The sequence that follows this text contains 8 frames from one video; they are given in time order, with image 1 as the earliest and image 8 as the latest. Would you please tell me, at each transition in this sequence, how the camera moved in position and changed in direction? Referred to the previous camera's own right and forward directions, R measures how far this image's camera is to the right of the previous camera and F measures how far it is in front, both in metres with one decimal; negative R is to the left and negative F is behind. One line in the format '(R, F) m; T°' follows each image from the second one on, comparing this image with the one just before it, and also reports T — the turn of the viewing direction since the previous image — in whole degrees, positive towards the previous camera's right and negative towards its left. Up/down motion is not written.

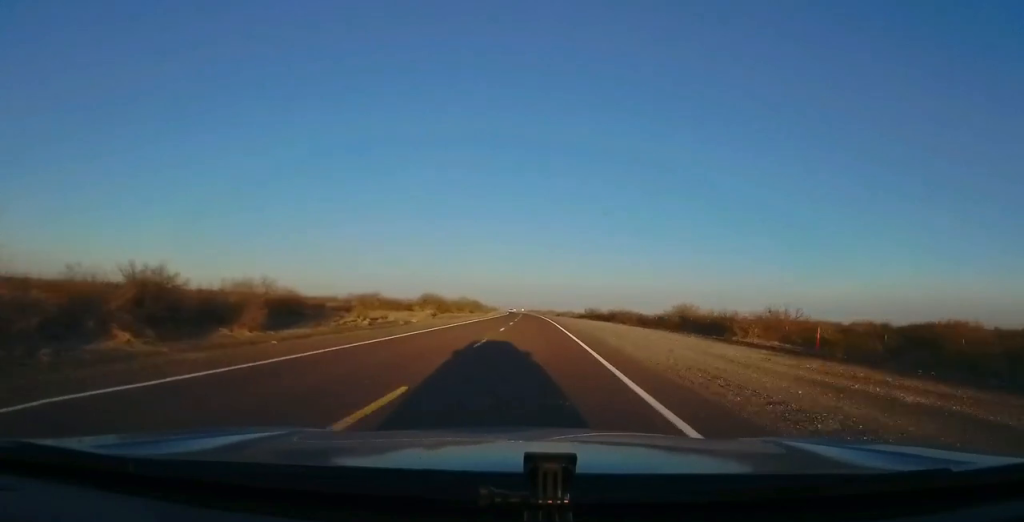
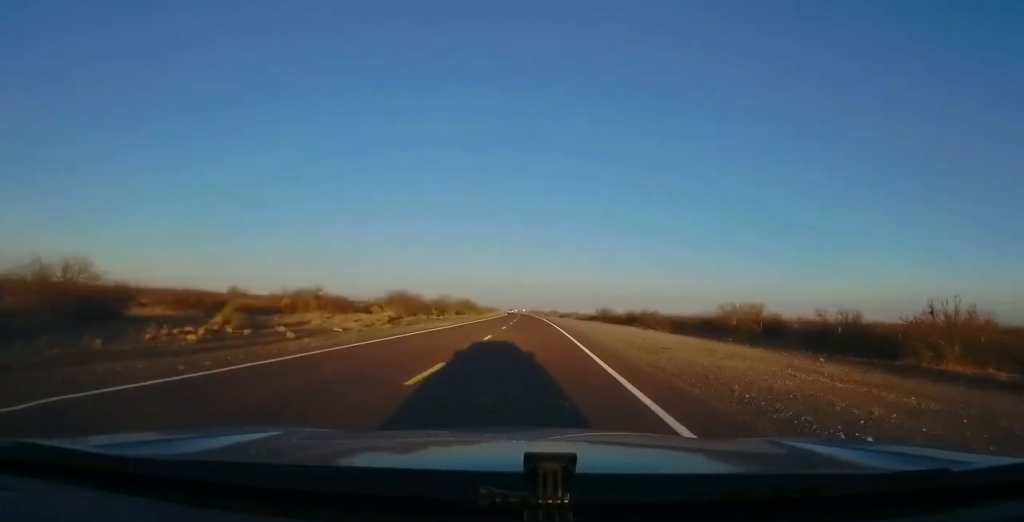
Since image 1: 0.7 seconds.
(-0.2, +20.4) m; -1°
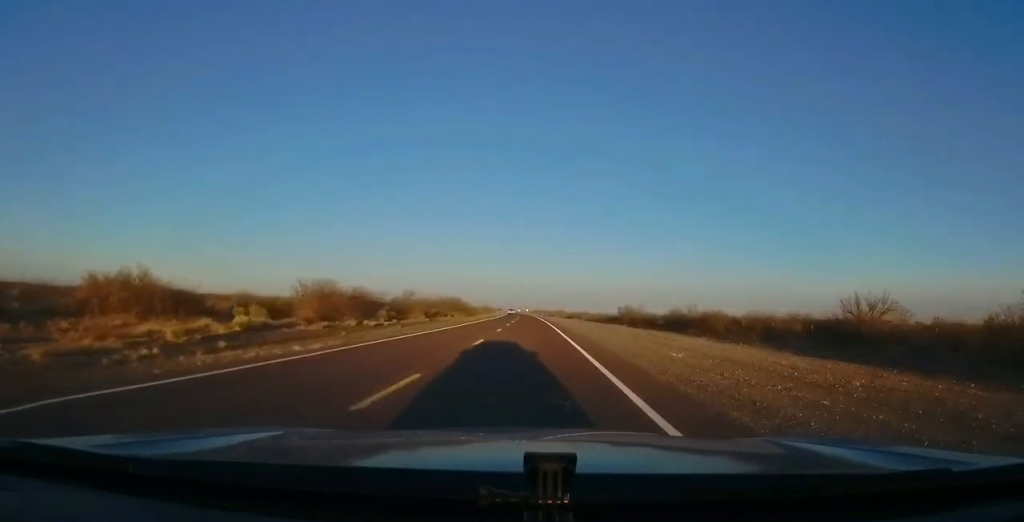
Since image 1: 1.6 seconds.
(0.0, +26.4) m; -1°
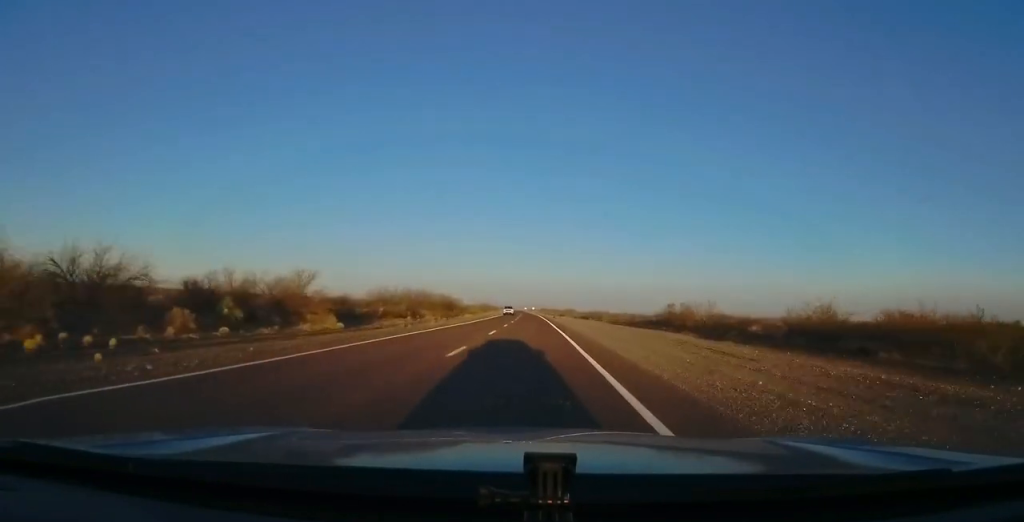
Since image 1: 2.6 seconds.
(-0.5, +29.3) m; -1°
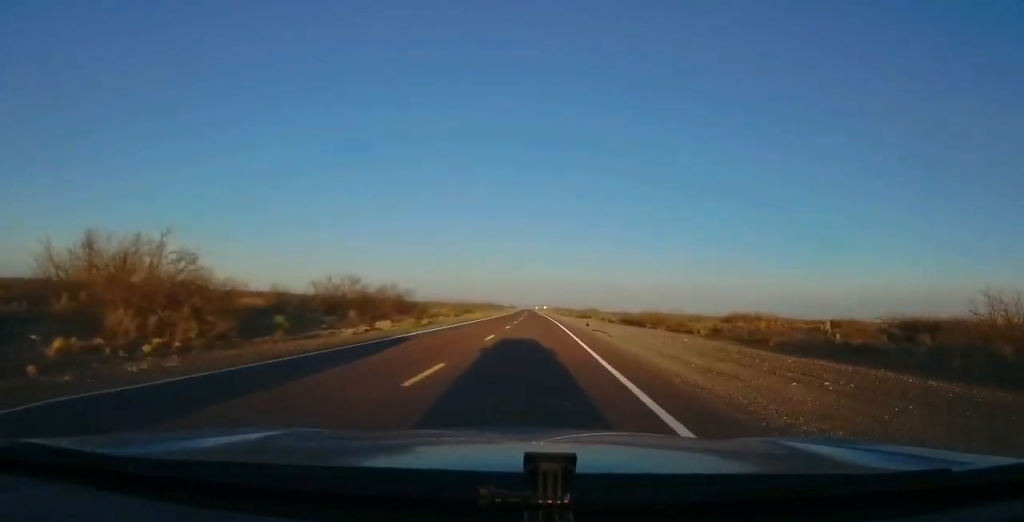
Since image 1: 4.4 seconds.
(+0.9, +53.9) m; -1°
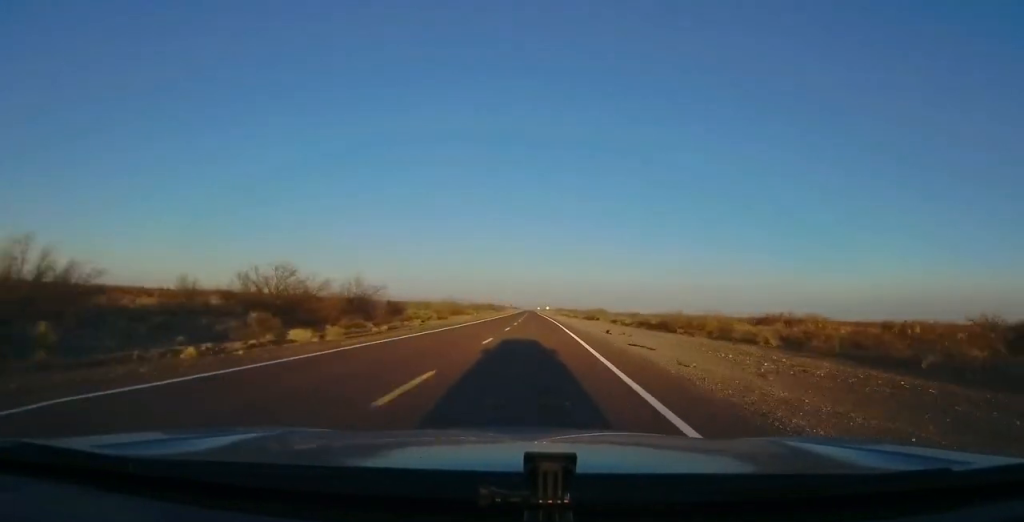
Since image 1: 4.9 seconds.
(-0.8, +13.8) m; 0°
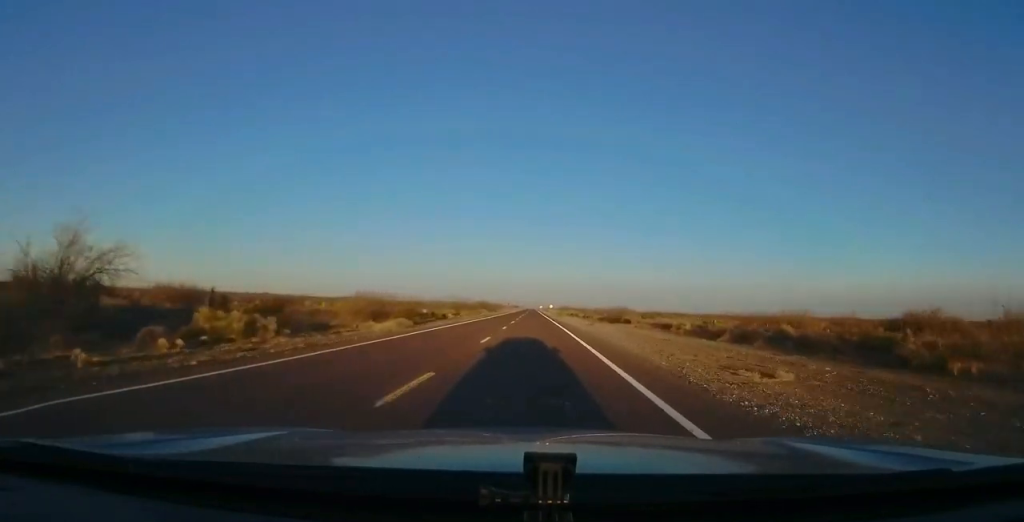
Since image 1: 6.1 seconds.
(-0.2, +36.4) m; +1°
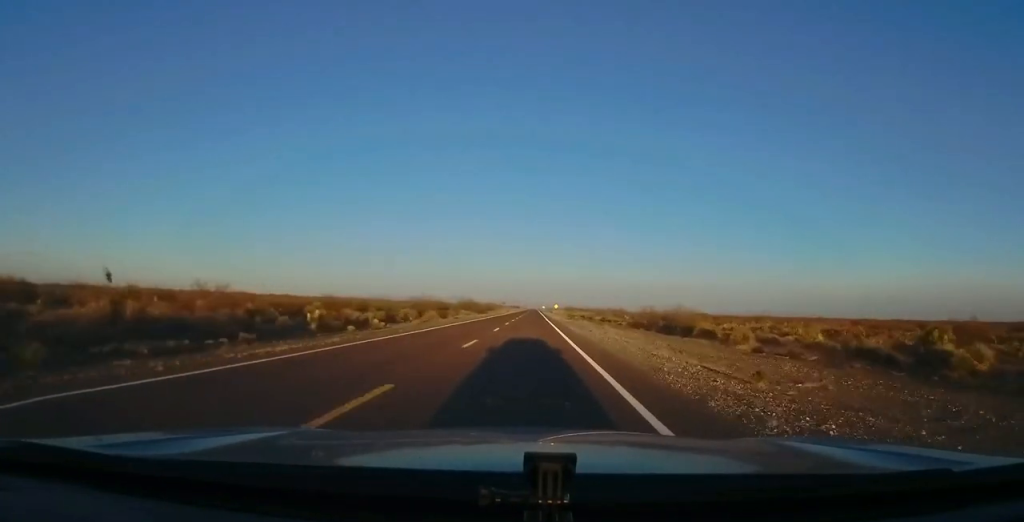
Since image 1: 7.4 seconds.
(+0.4, +38.3) m; +1°
